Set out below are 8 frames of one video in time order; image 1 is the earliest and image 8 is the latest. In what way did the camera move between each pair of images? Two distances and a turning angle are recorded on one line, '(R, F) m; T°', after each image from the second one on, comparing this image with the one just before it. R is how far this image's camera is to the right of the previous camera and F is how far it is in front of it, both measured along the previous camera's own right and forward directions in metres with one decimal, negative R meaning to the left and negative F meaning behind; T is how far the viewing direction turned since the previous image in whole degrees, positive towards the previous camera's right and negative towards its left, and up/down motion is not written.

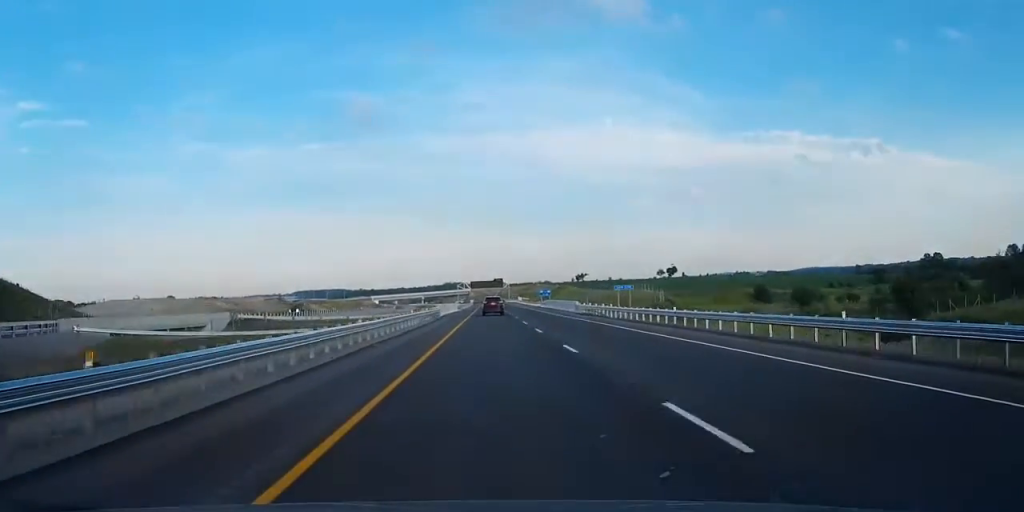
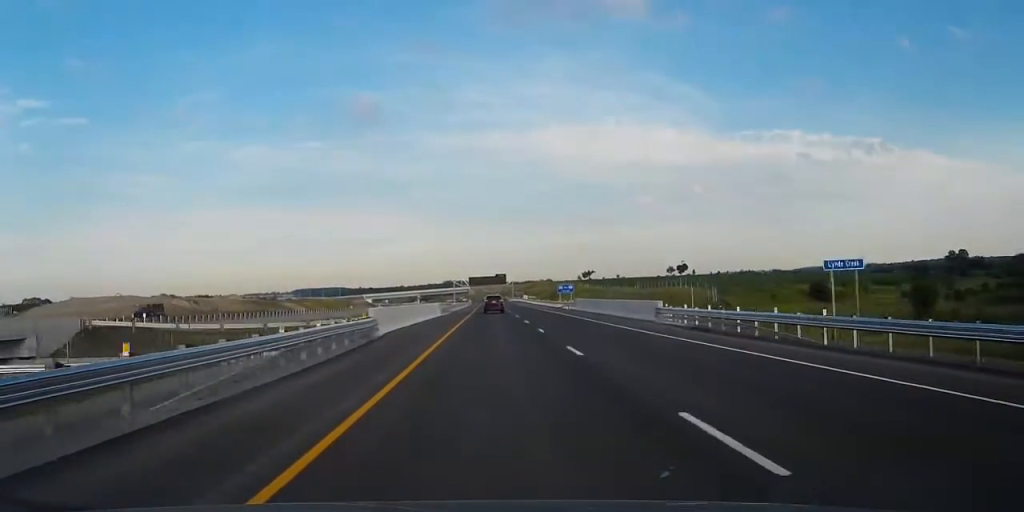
(-0.1, +36.9) m; 0°
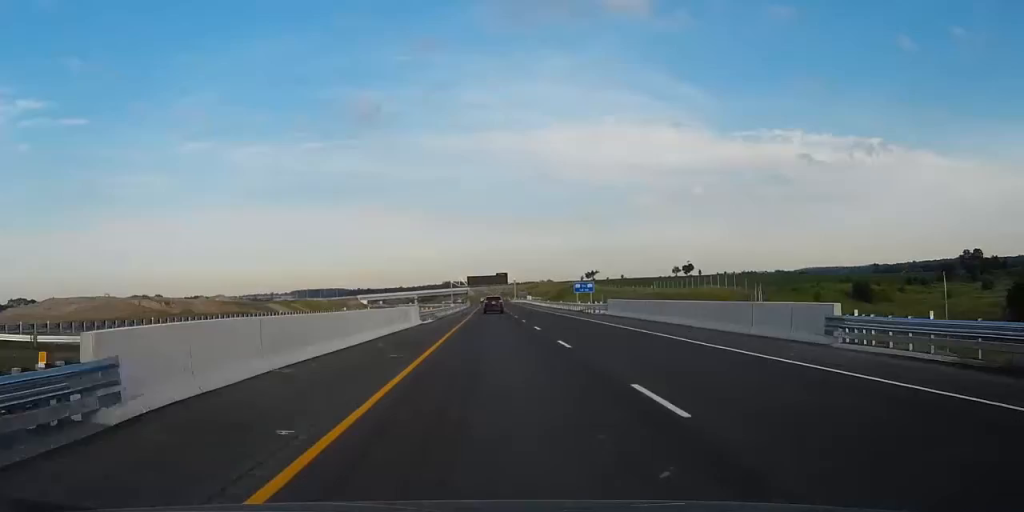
(0.0, +21.1) m; 0°
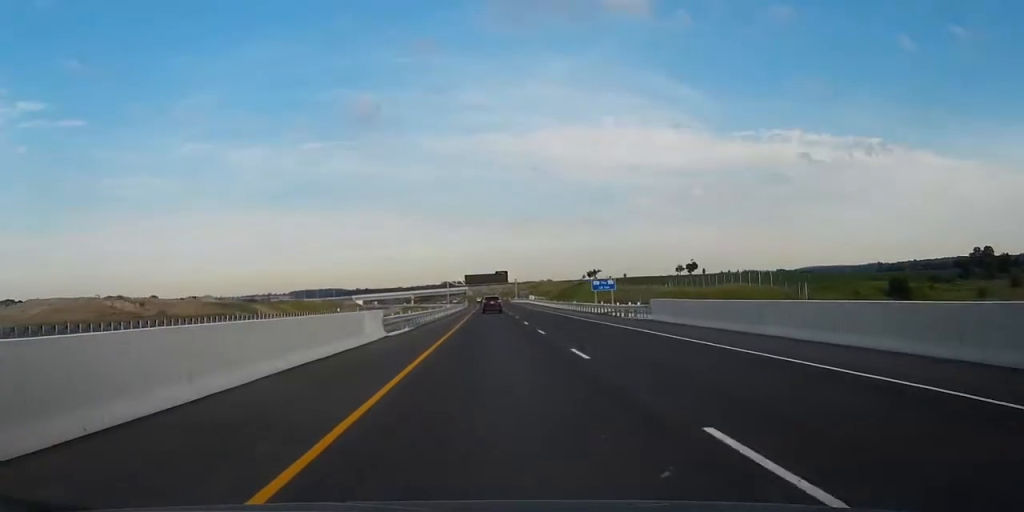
(0.0, +15.8) m; 0°
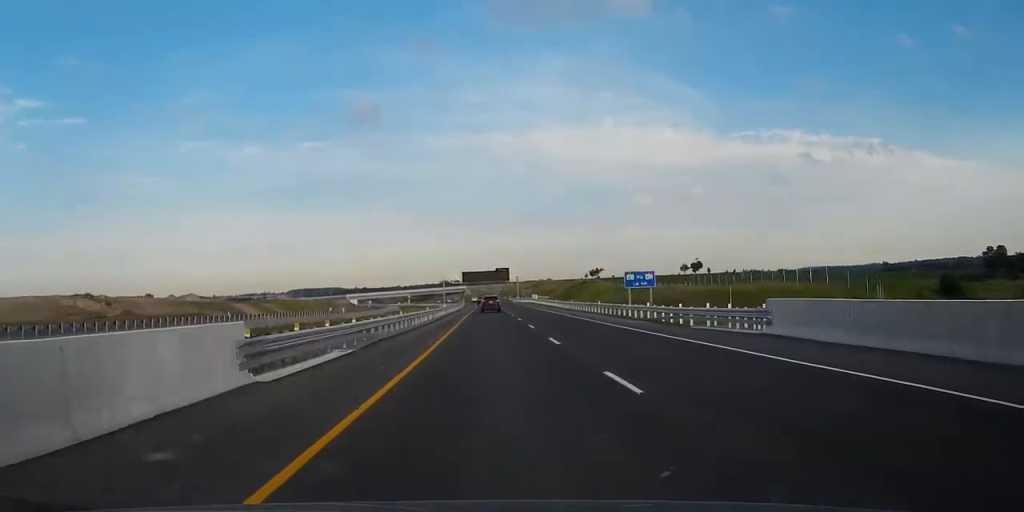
(0.0, +17.9) m; 0°
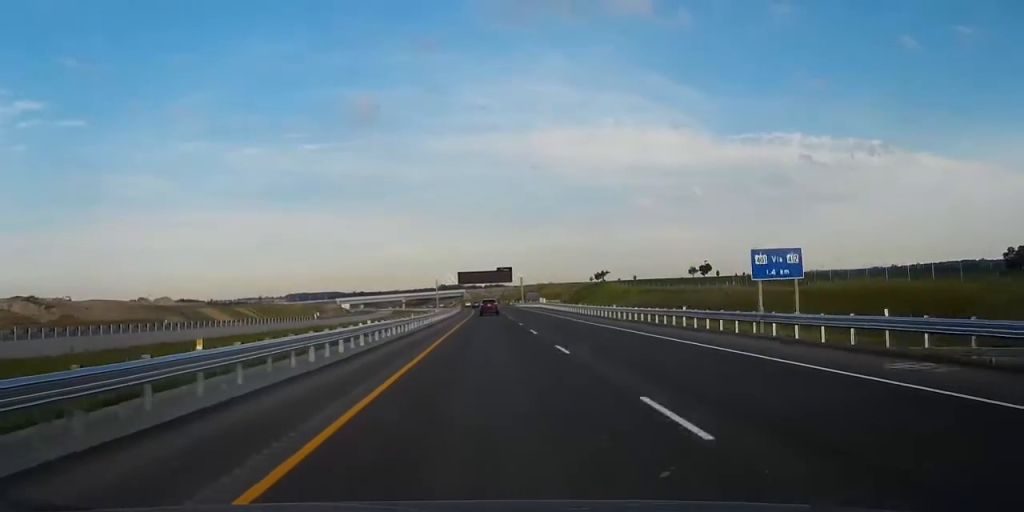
(-0.1, +27.4) m; 0°
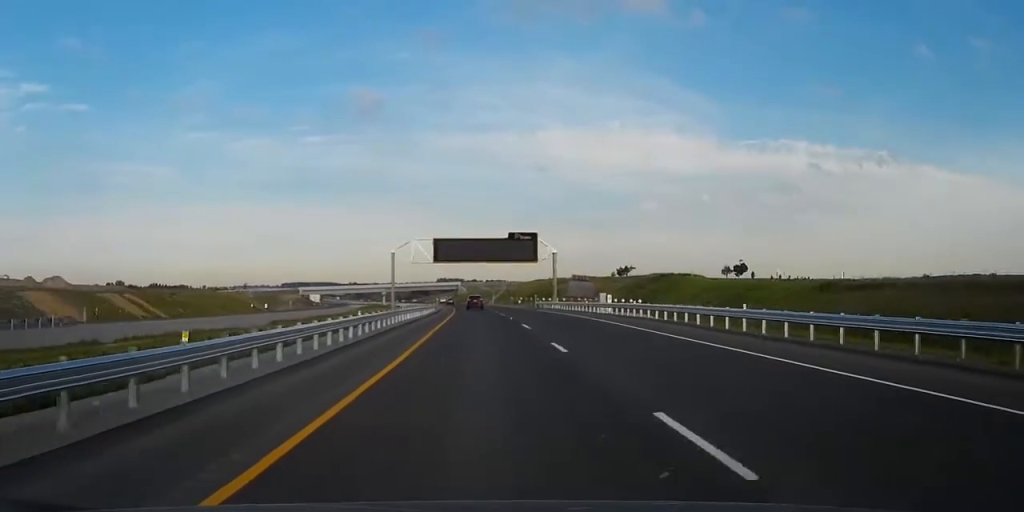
(-0.5, +85.2) m; 0°
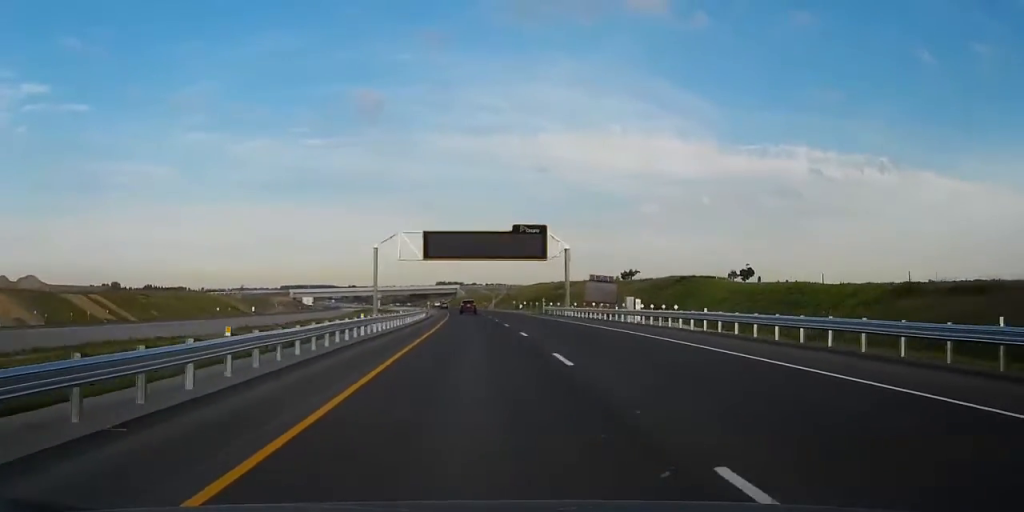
(+0.1, +14.7) m; 0°
